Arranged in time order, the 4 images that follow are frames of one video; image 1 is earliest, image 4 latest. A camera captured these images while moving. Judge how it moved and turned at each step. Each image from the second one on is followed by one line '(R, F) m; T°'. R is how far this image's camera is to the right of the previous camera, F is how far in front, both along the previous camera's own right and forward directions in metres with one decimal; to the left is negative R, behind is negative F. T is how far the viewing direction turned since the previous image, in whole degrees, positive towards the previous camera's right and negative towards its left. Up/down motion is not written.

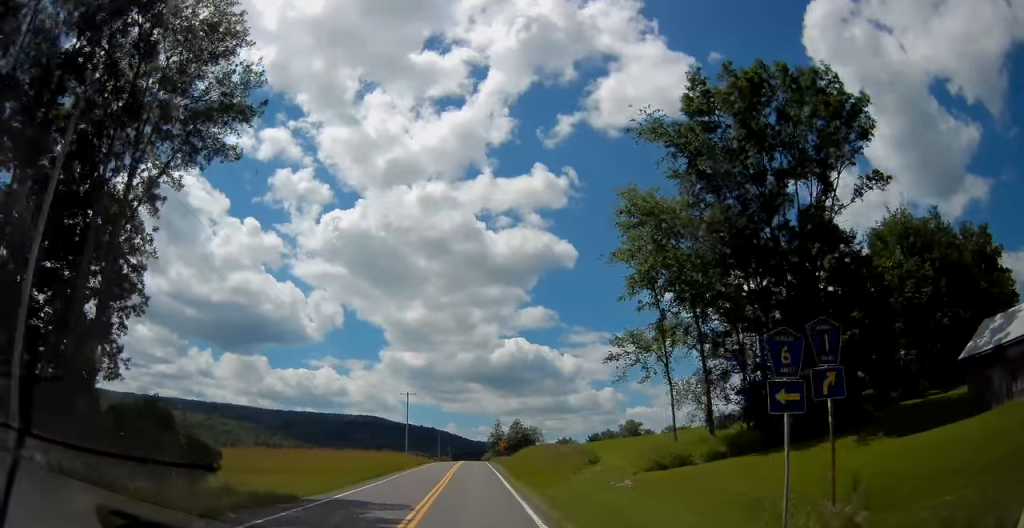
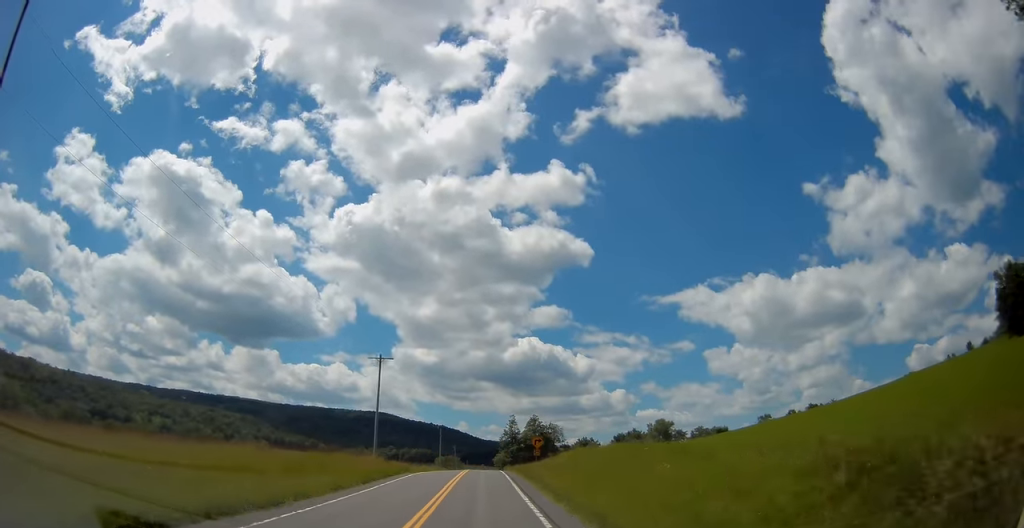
(+0.4, +33.2) m; +1°
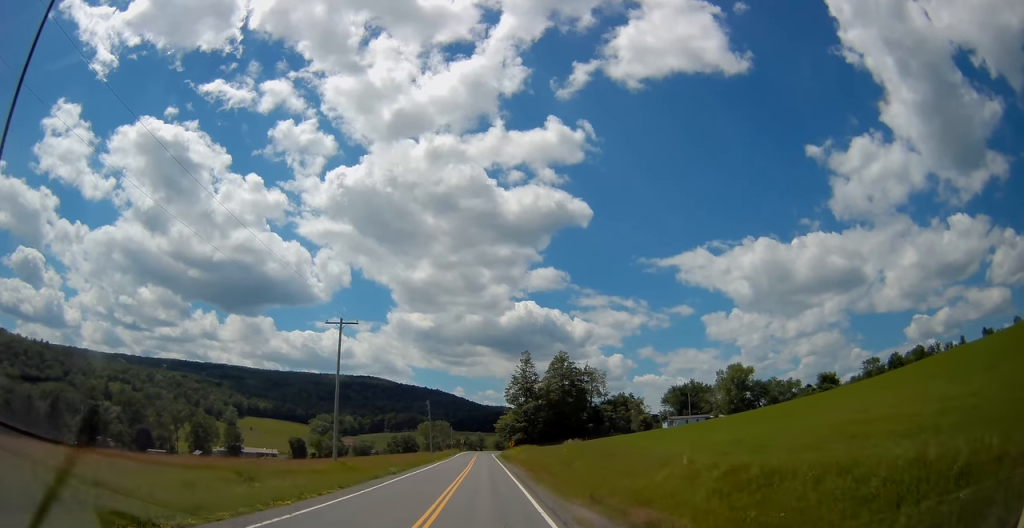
(+0.1, +86.5) m; 0°
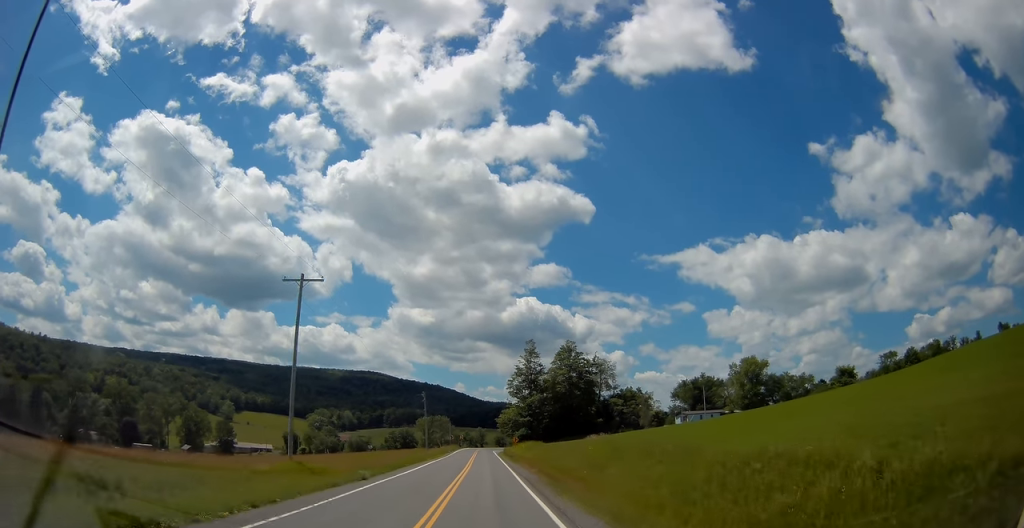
(+0.1, +9.6) m; 0°
